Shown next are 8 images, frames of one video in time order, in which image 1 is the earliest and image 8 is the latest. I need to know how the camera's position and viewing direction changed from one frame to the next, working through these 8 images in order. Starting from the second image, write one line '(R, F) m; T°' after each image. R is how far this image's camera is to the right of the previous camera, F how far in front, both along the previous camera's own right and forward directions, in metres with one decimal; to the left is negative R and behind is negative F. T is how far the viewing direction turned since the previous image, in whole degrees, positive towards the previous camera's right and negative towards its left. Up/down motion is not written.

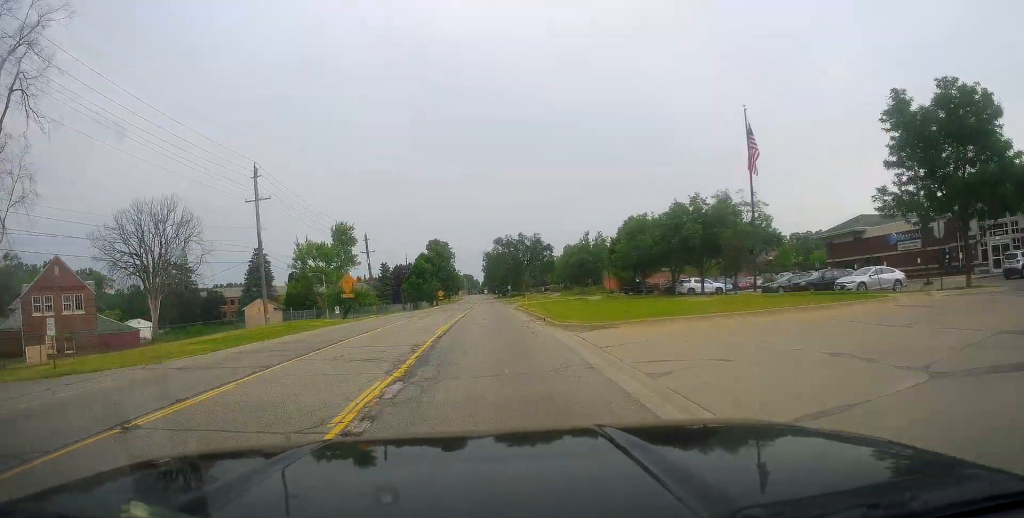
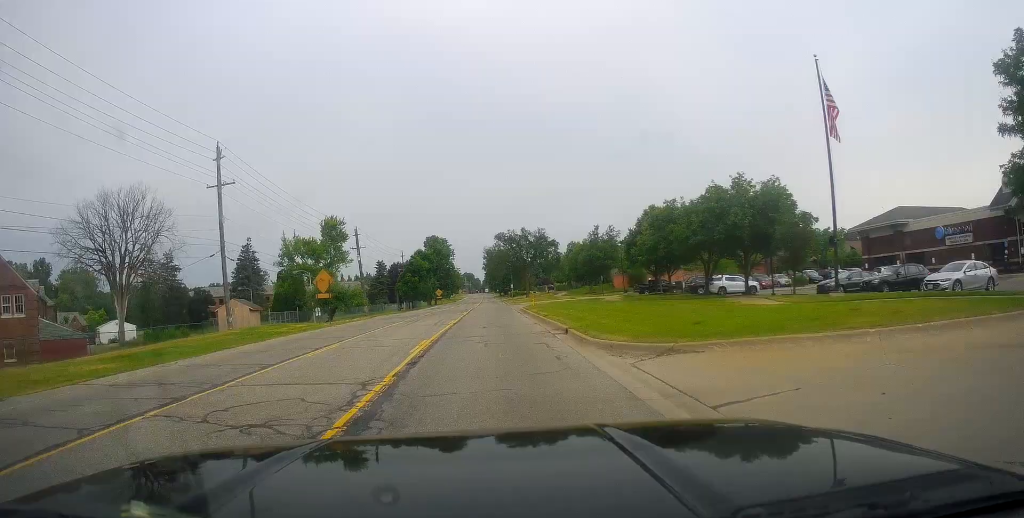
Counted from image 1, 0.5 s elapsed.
(+0.2, +7.4) m; -1°
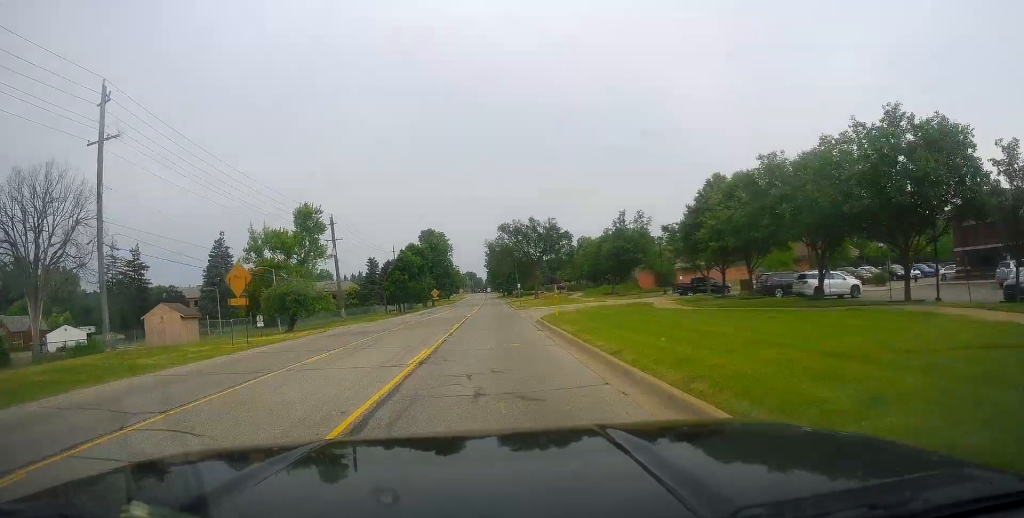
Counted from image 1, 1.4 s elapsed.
(-0.6, +14.8) m; 0°
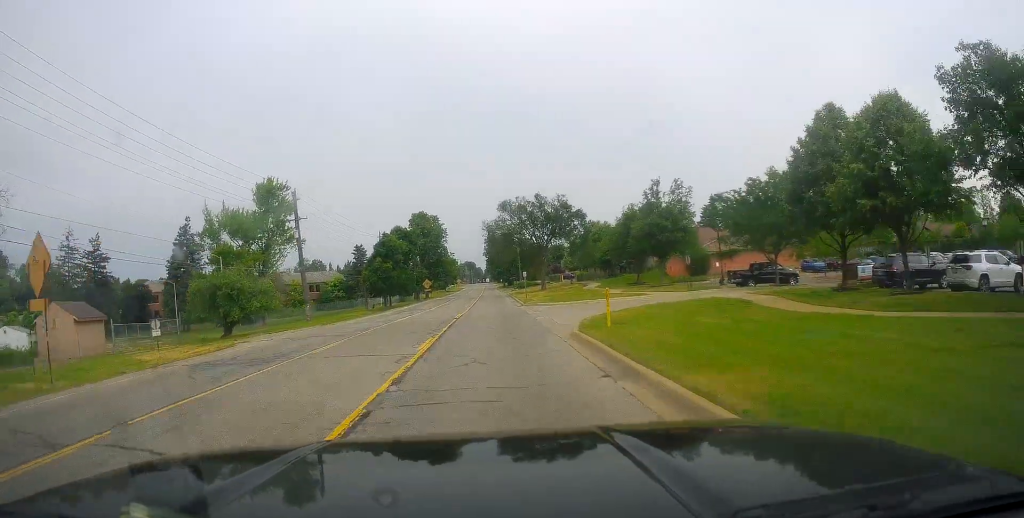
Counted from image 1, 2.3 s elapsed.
(+0.4, +13.8) m; +2°
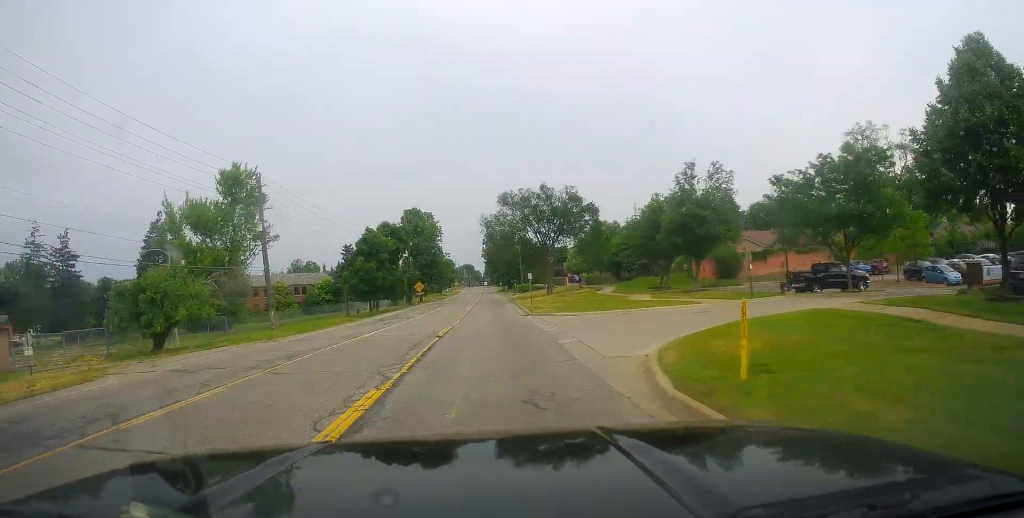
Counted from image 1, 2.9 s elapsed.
(+0.2, +9.6) m; 0°
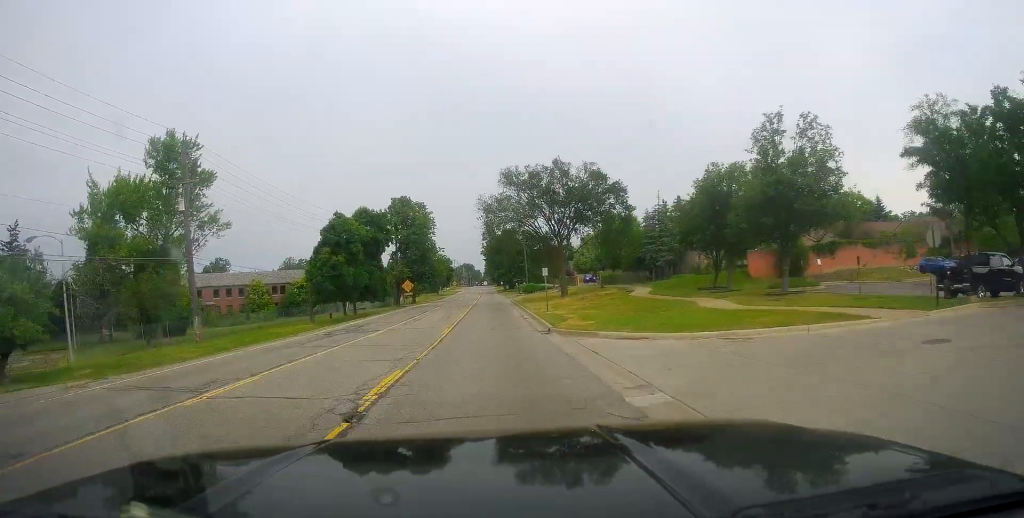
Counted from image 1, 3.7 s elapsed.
(0.0, +13.8) m; -2°
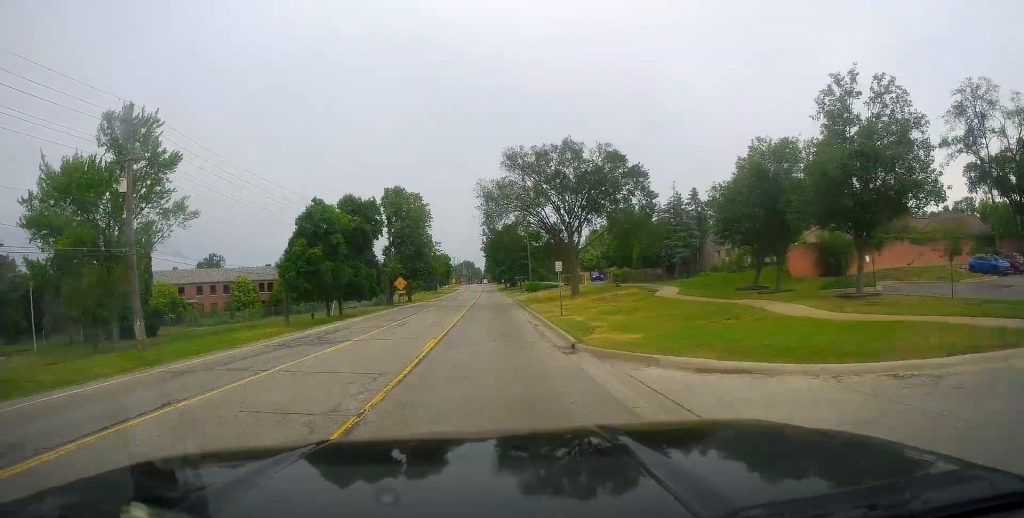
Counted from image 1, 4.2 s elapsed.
(-0.4, +6.9) m; 0°
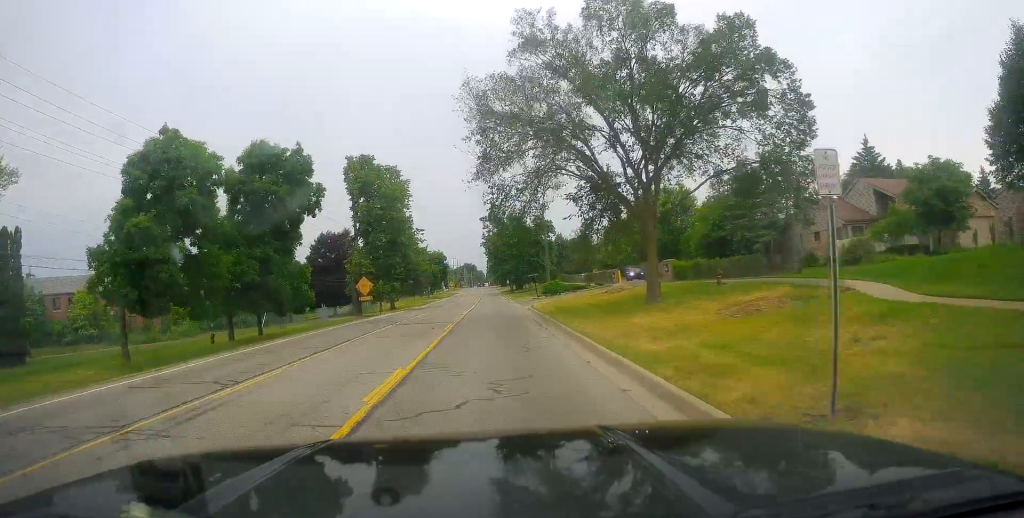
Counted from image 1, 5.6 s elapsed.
(+0.5, +22.7) m; +2°
